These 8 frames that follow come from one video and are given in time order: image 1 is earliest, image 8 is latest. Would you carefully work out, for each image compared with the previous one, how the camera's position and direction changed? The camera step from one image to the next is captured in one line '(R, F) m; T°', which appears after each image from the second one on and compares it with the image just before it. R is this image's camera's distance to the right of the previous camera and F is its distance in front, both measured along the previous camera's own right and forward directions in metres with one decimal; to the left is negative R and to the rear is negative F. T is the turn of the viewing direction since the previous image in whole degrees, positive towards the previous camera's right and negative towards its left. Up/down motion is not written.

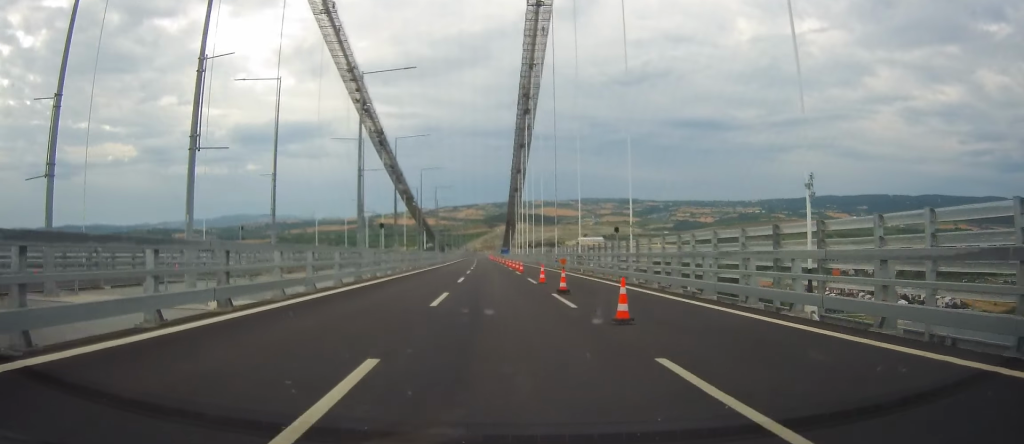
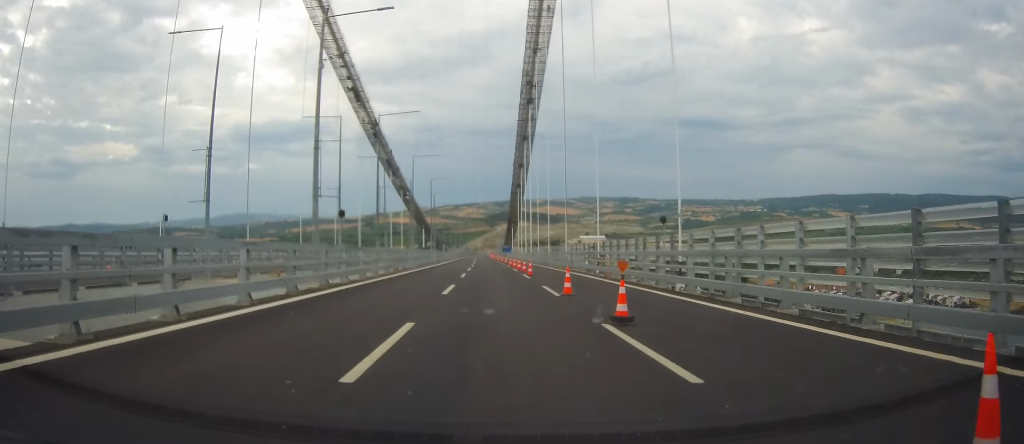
(0.0, +10.9) m; 0°
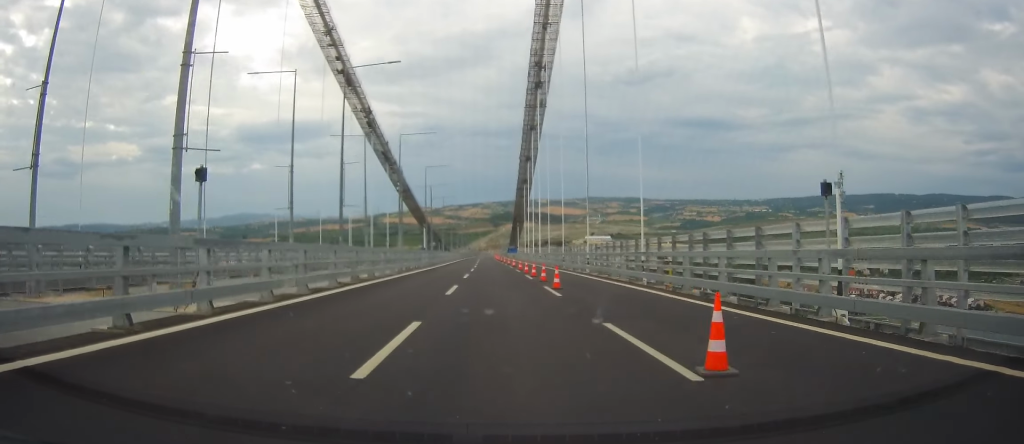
(+0.2, +14.2) m; -1°
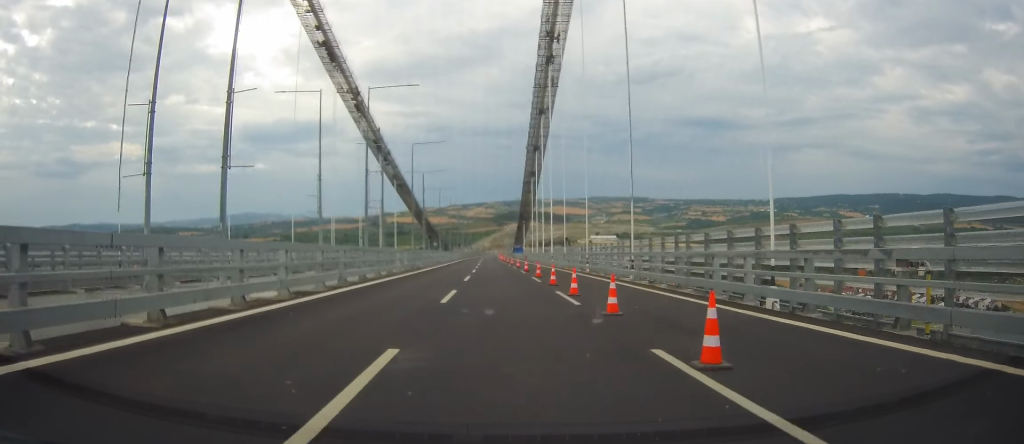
(-0.5, +18.9) m; 0°
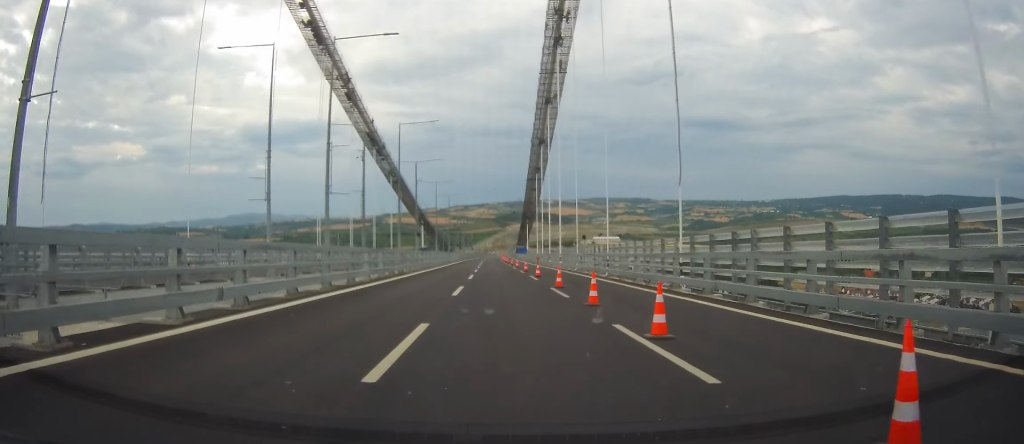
(+0.1, +11.2) m; 0°
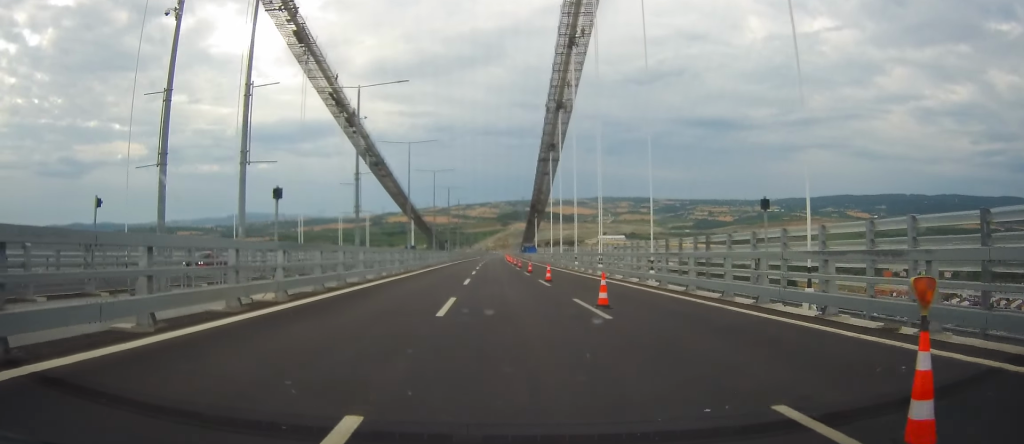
(+0.6, +37.1) m; +1°
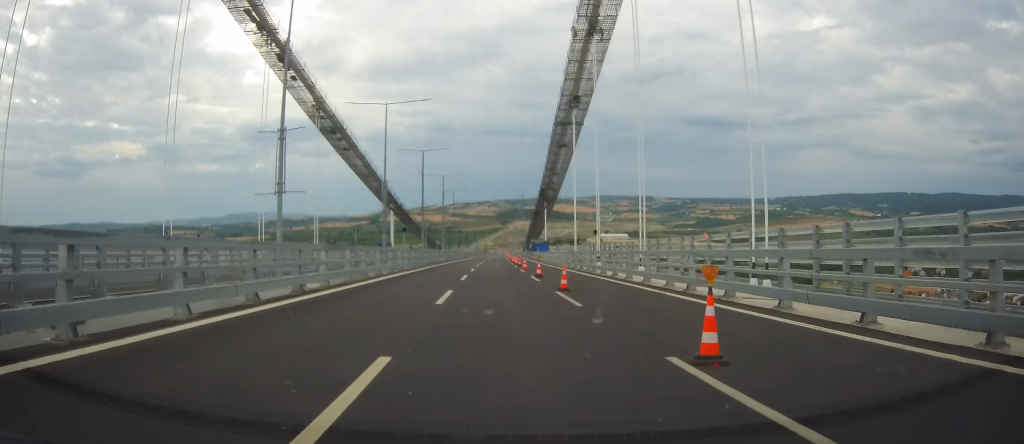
(-0.5, +41.9) m; 0°
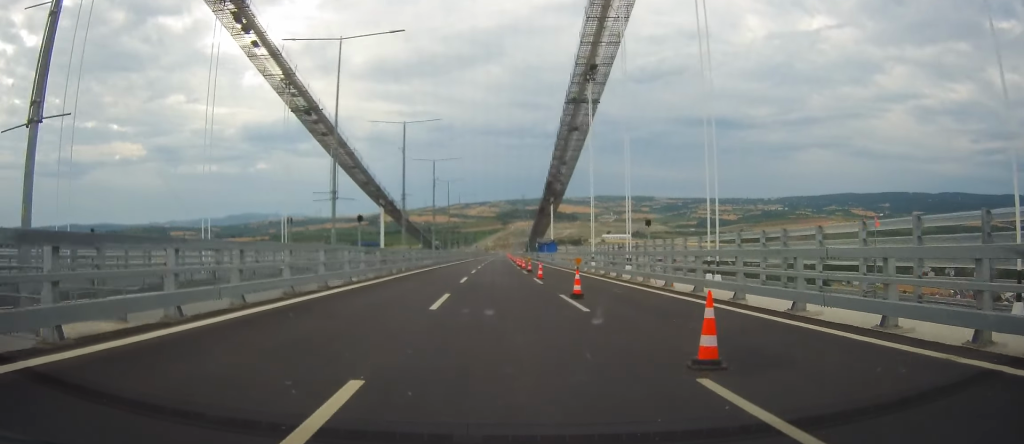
(+0.5, +16.3) m; 0°
